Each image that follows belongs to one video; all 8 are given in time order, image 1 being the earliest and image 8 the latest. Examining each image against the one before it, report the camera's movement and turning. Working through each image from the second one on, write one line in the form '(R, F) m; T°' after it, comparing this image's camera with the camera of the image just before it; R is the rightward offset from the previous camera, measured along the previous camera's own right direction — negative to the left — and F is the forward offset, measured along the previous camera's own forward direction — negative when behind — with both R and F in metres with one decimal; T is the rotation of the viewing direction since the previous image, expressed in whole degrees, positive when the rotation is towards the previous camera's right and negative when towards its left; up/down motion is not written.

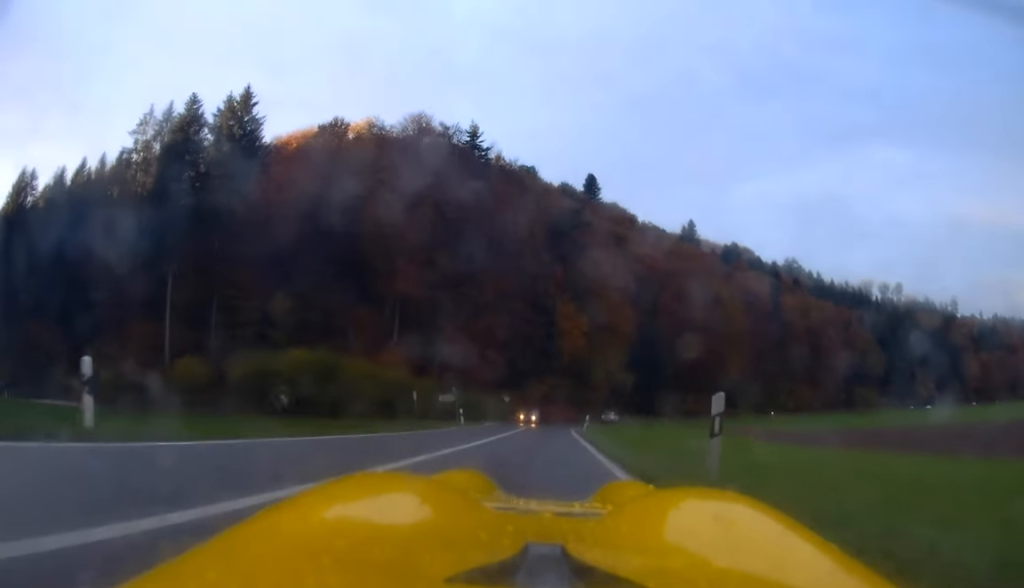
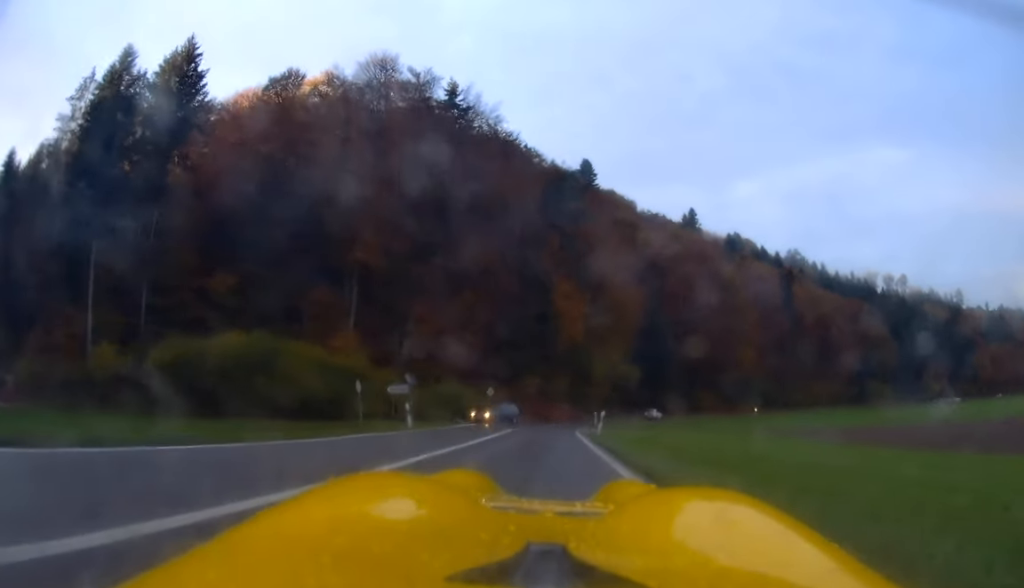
(-0.1, +13.3) m; -1°
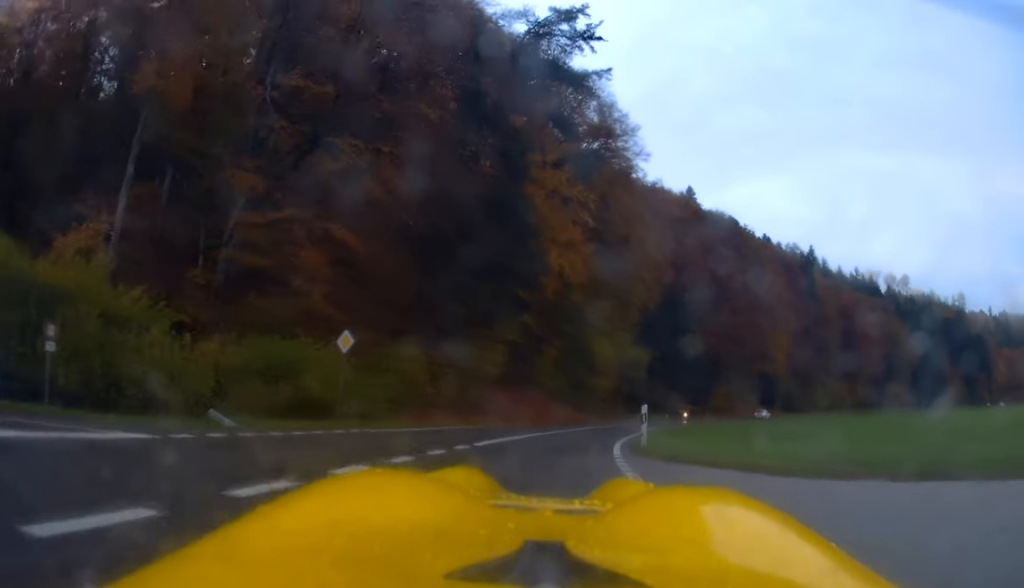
(-1.0, +29.6) m; -3°
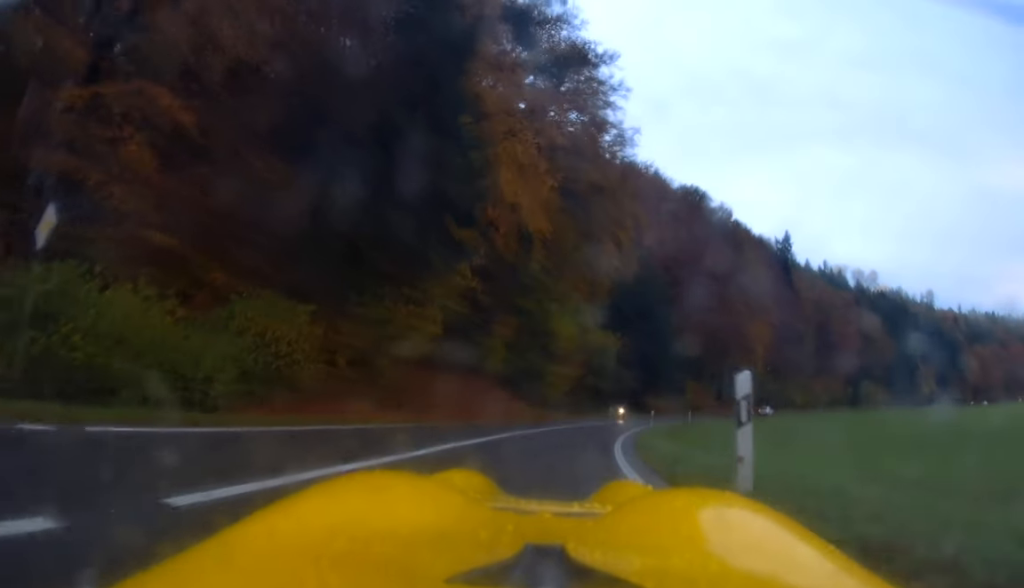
(+0.1, +9.6) m; +3°
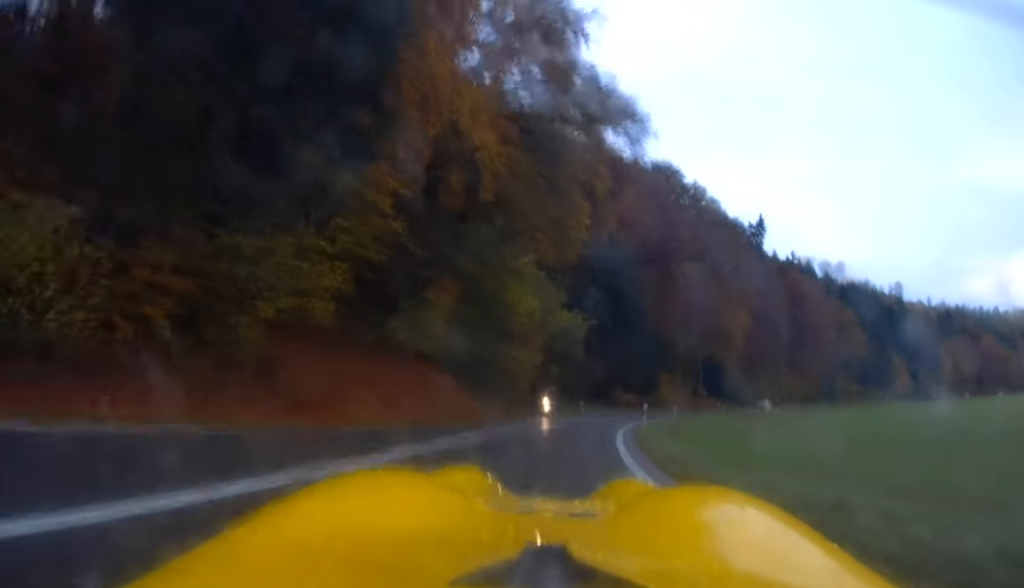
(+0.2, +8.8) m; +3°
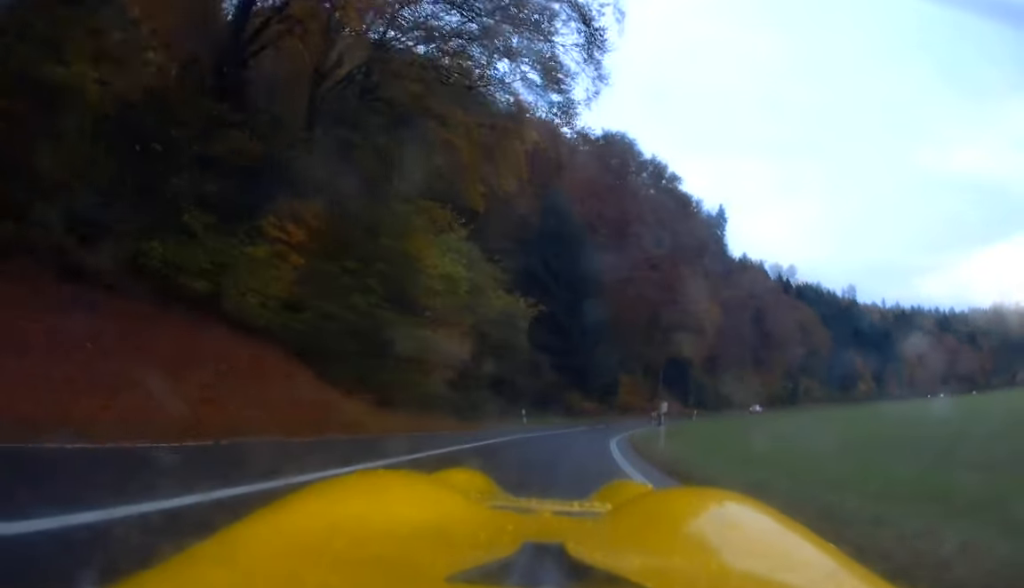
(+0.6, +12.8) m; +6°
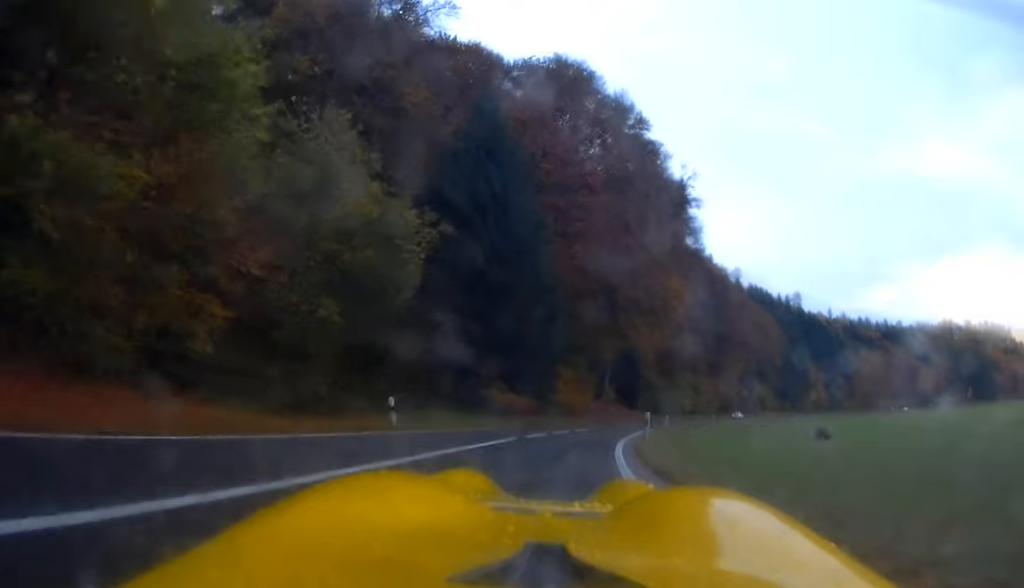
(+1.5, +16.7) m; +9°
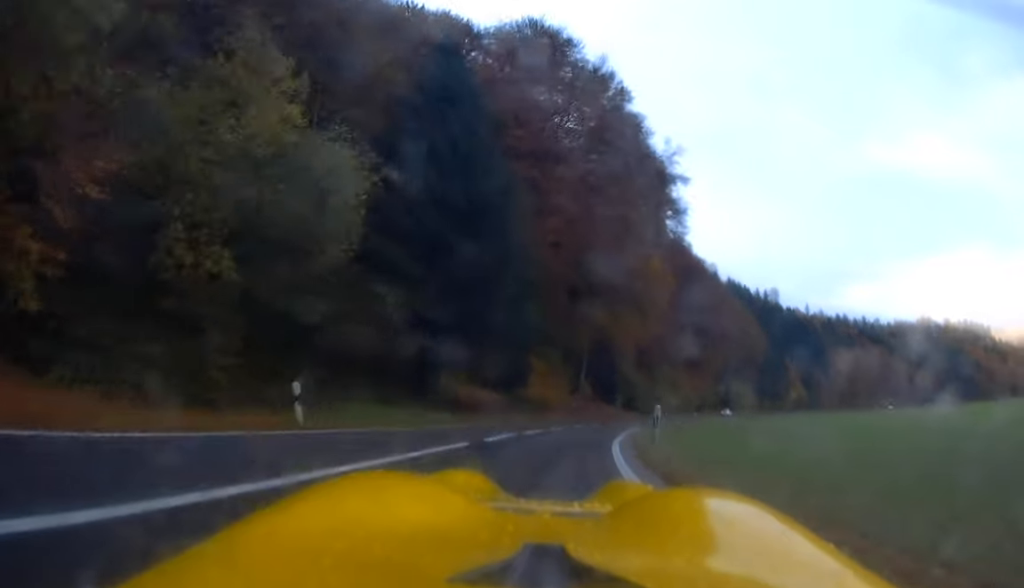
(+0.2, +5.1) m; +2°
